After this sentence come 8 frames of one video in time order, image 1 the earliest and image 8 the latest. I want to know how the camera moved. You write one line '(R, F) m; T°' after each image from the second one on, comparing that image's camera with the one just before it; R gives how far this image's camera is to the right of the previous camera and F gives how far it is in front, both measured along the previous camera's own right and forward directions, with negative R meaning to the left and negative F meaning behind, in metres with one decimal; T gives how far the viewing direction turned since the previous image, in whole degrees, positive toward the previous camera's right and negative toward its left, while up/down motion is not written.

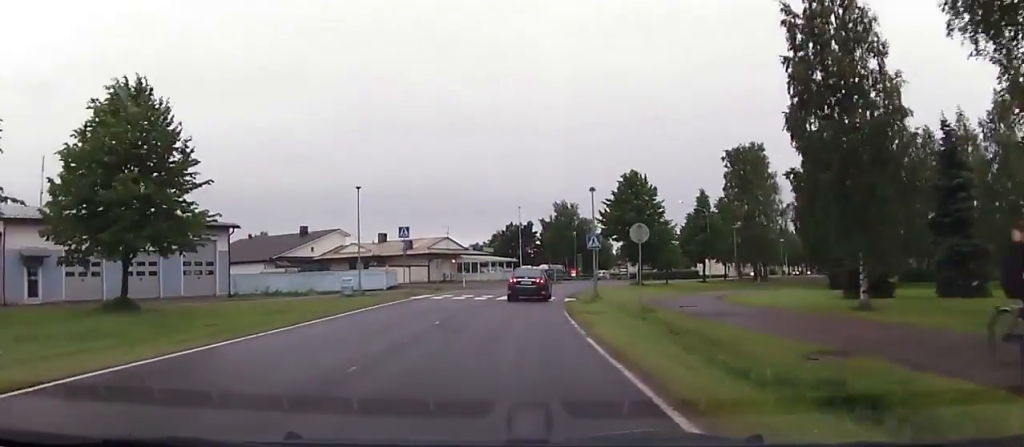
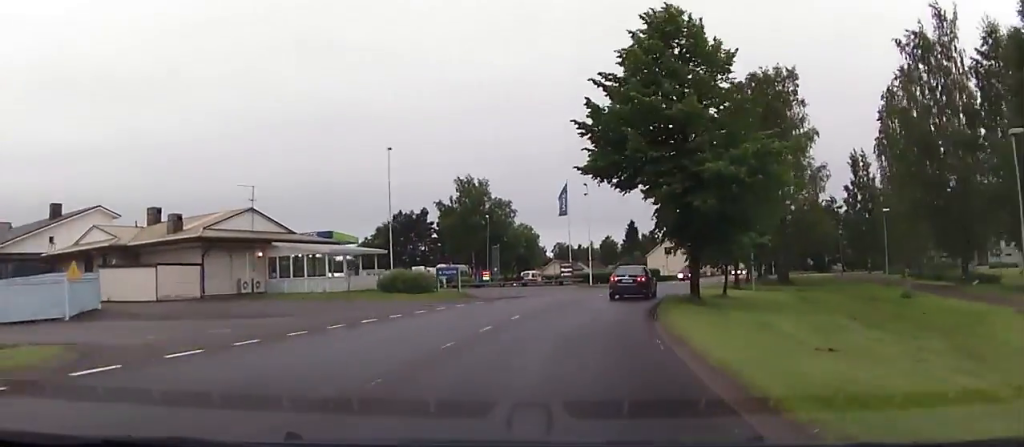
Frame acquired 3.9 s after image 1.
(+0.6, +39.0) m; +7°
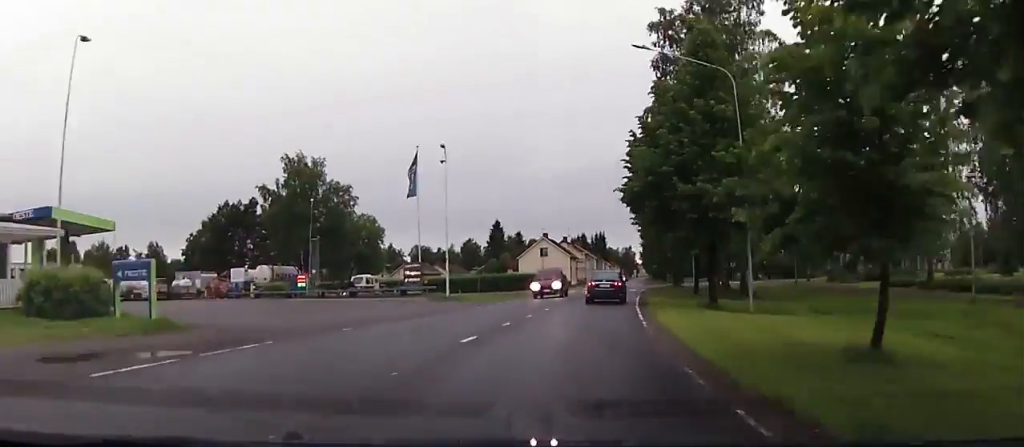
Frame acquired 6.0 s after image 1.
(+1.6, +21.1) m; +7°
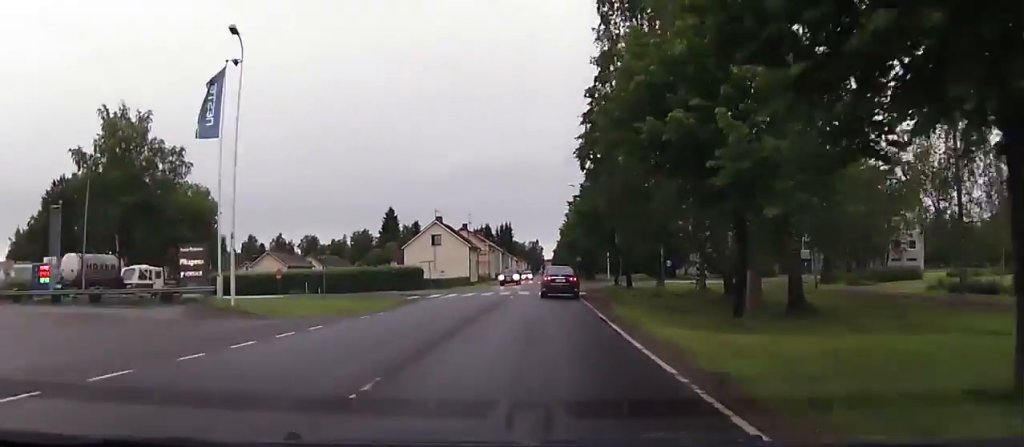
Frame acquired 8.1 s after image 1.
(+0.9, +21.4) m; +8°
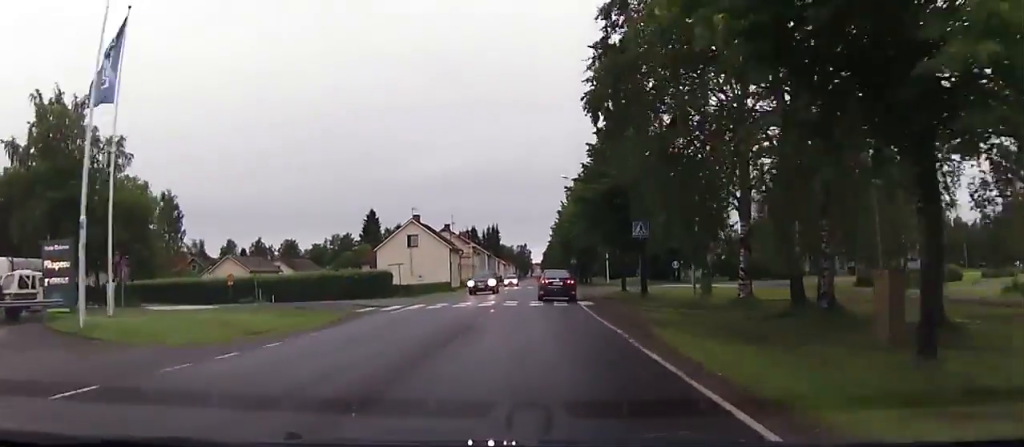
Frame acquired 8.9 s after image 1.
(+0.9, +8.7) m; +3°
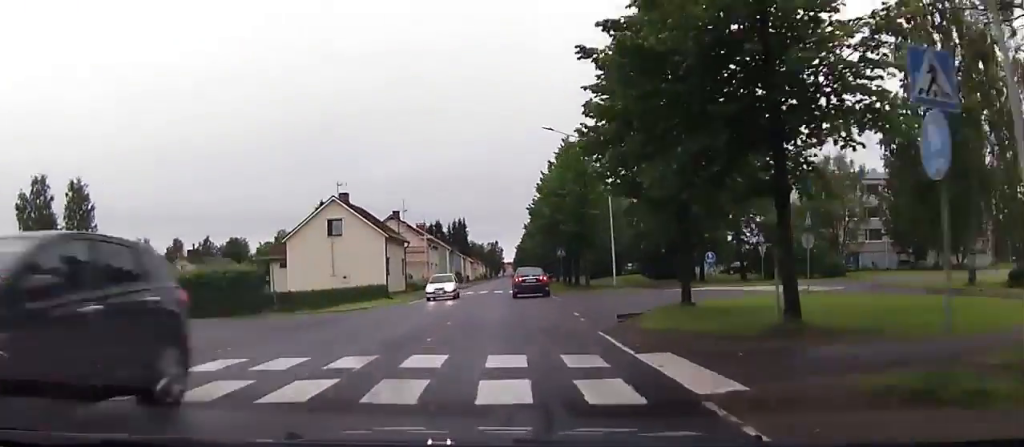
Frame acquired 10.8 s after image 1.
(+1.3, +19.9) m; +4°
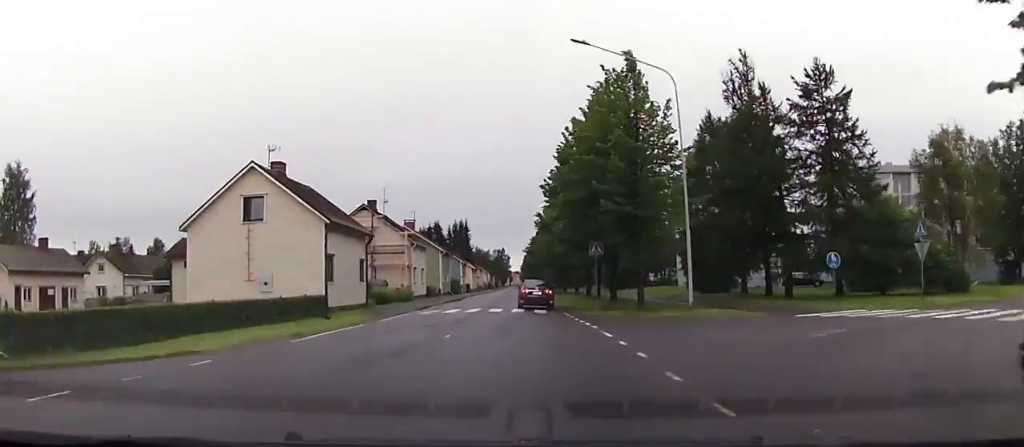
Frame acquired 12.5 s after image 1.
(+0.2, +17.0) m; 0°
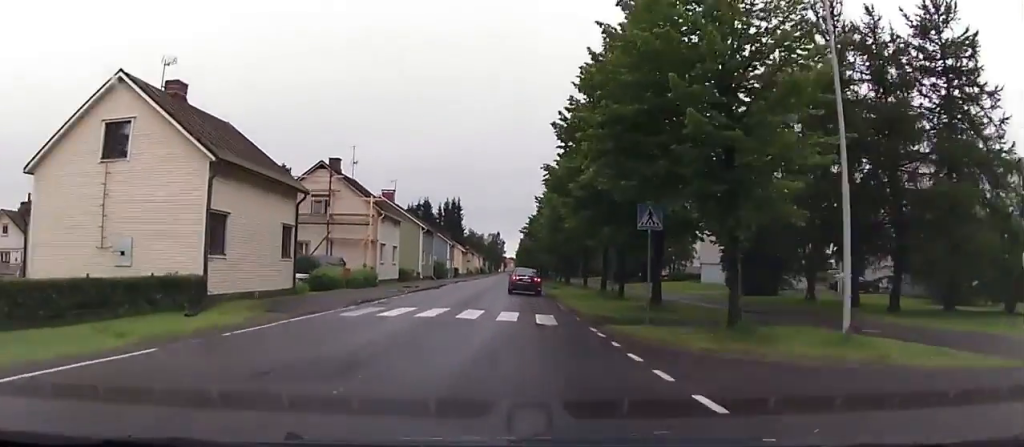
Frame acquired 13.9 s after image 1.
(-0.2, +13.9) m; -1°
